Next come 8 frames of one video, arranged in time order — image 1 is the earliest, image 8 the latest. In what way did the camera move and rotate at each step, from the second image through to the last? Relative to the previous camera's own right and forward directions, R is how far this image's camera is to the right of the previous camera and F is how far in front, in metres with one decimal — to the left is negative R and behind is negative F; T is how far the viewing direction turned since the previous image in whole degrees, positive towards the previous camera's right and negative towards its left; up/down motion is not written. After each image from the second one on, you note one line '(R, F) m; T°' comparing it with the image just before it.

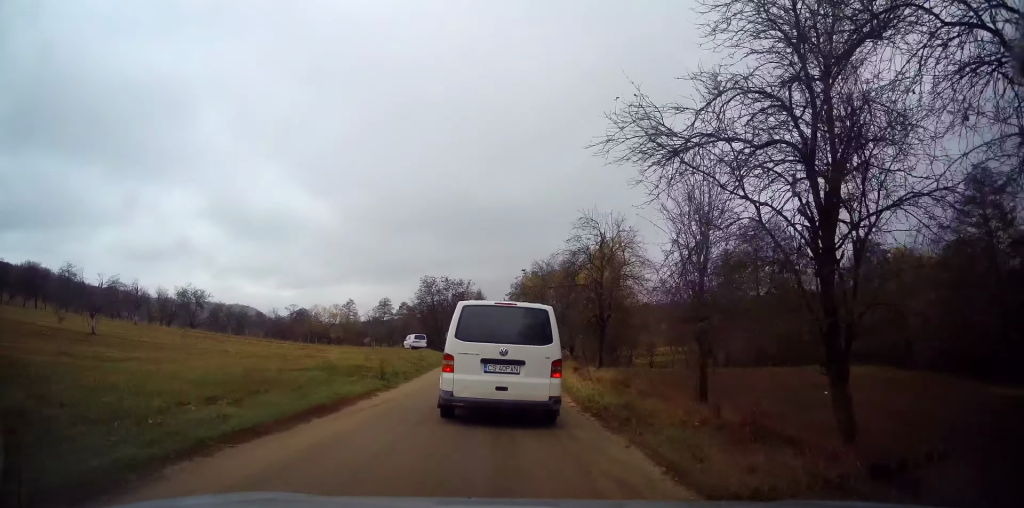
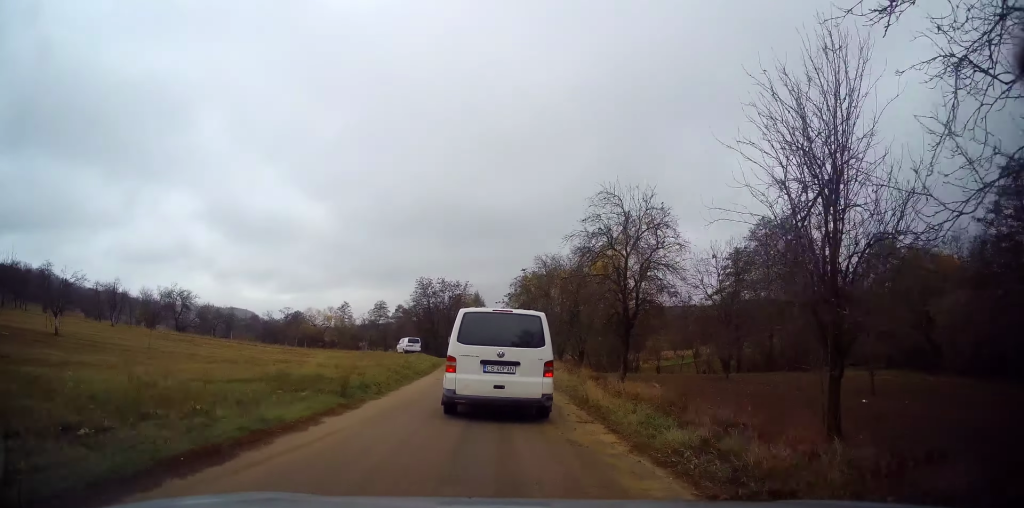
(-0.2, +3.9) m; +1°
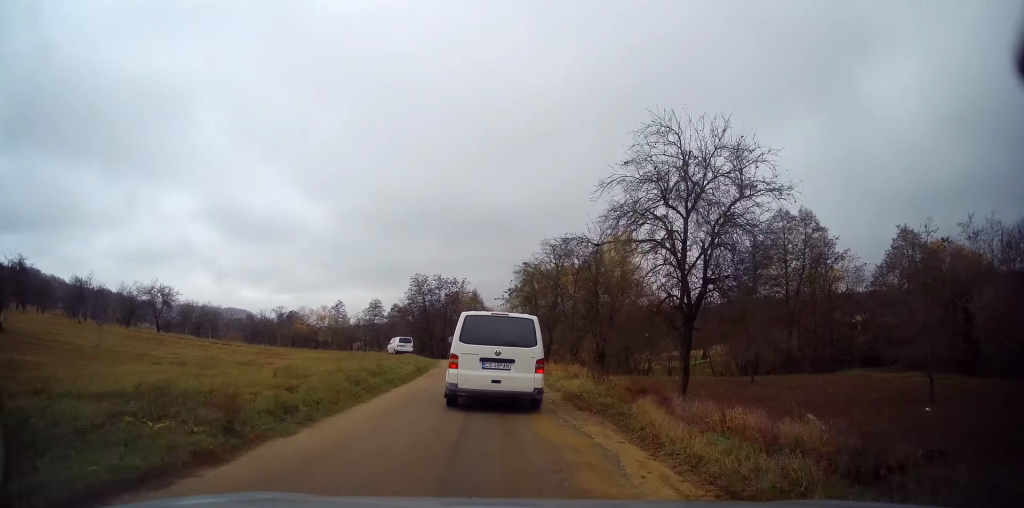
(+0.4, +5.2) m; +3°
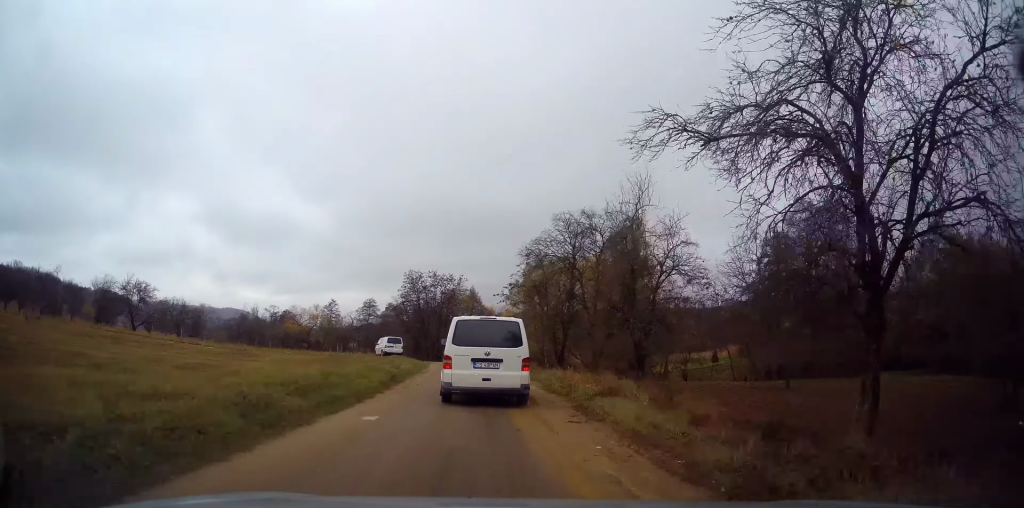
(-0.2, +5.8) m; -3°
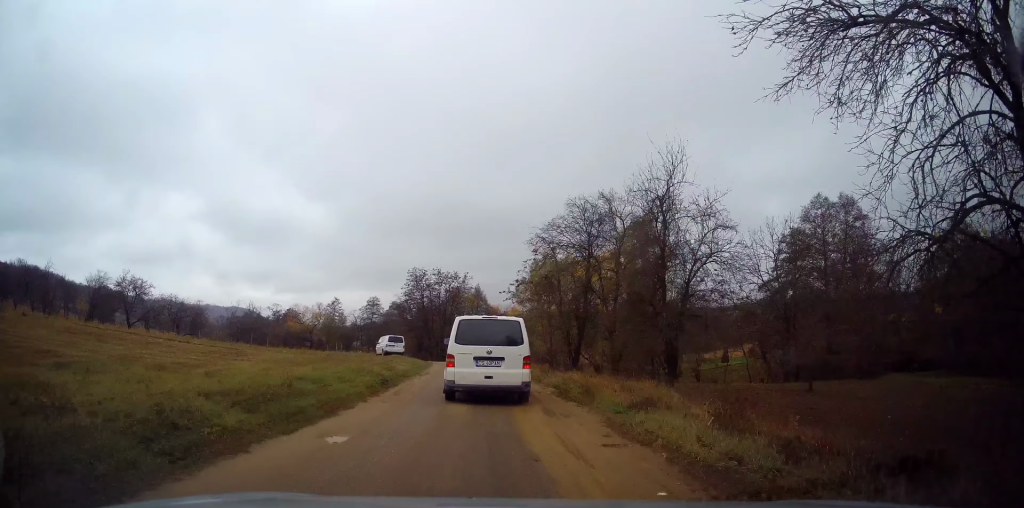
(-0.2, +2.2) m; 0°
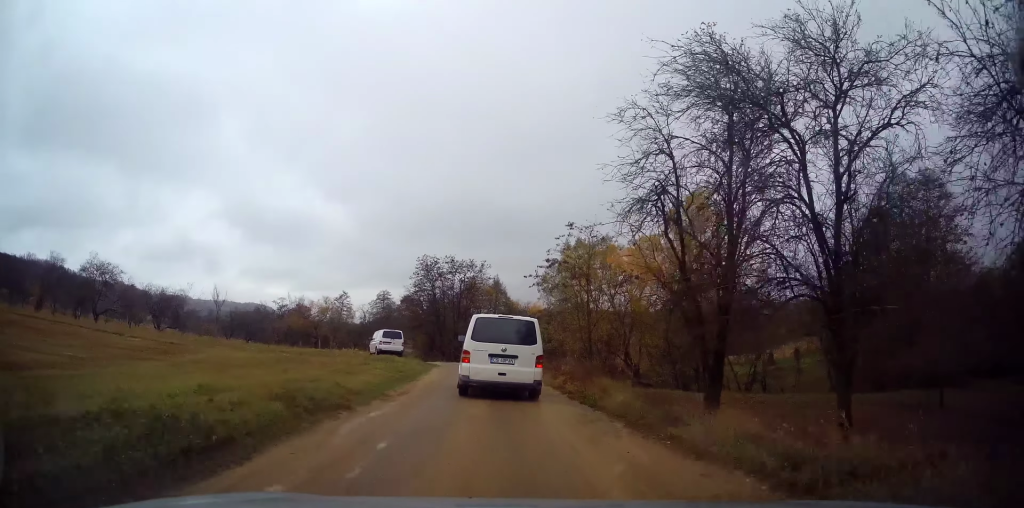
(+0.1, +10.0) m; -2°
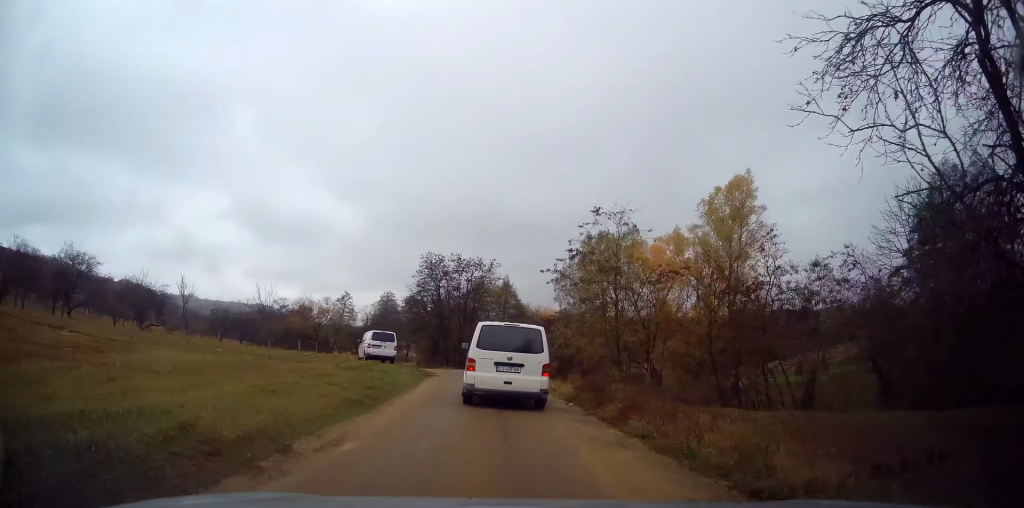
(-0.1, +5.8) m; -1°
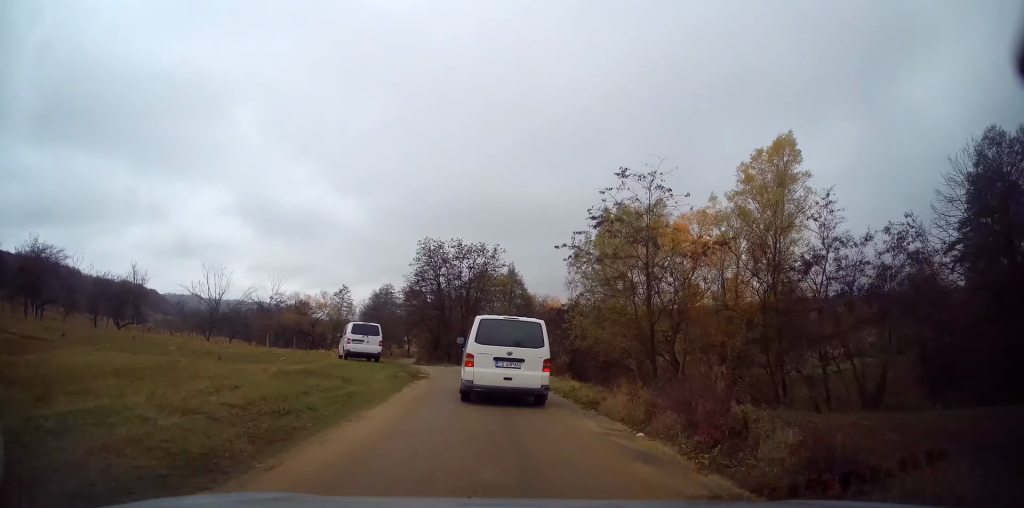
(0.0, +5.6) m; 0°
